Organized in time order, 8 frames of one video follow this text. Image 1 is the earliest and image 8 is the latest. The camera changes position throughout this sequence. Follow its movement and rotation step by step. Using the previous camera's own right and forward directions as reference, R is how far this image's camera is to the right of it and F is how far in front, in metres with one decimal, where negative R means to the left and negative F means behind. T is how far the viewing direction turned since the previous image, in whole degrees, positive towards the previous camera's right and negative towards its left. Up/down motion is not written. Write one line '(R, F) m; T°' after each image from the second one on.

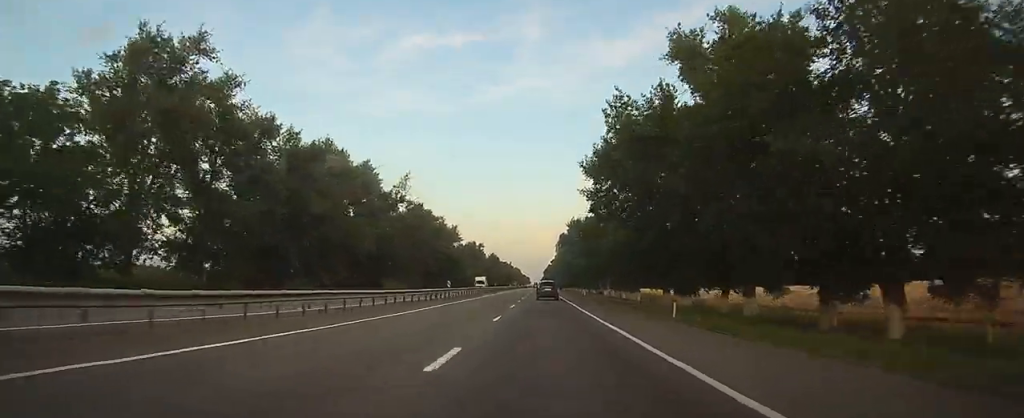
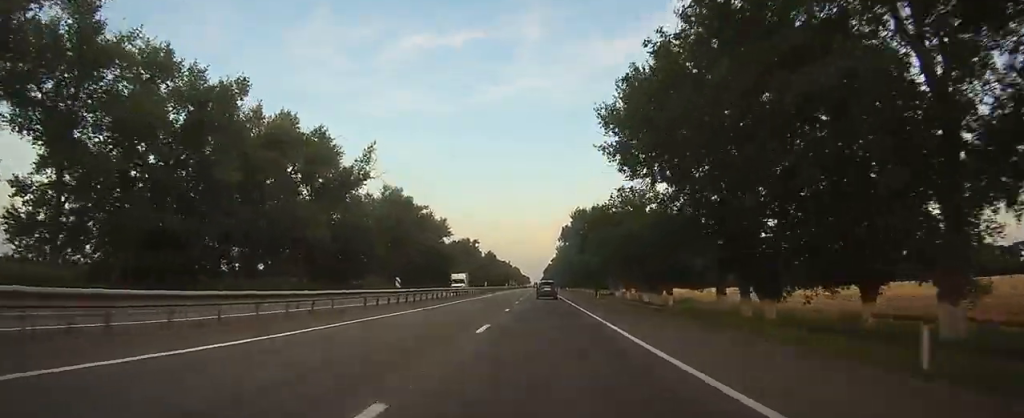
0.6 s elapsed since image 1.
(0.0, +17.4) m; 0°
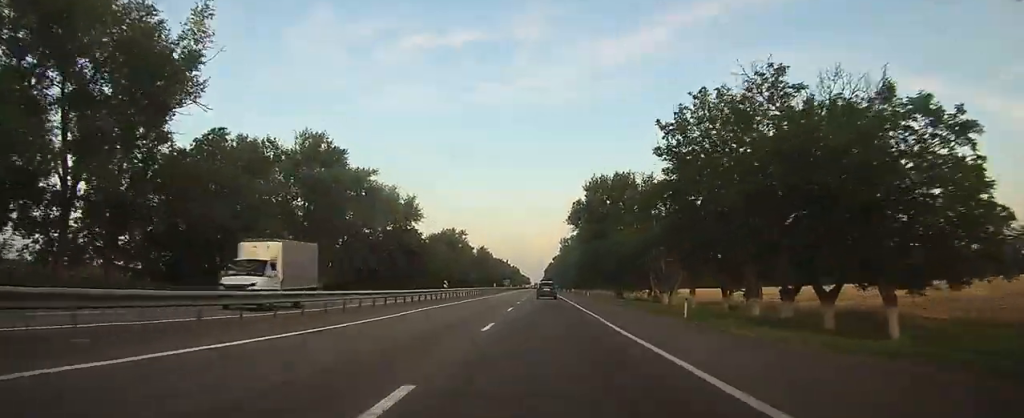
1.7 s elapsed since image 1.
(+0.1, +34.9) m; 0°
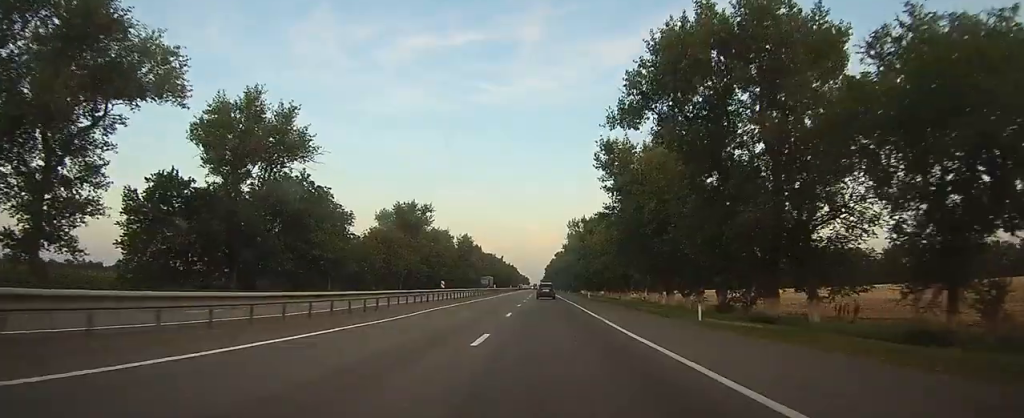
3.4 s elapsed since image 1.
(-0.1, +51.6) m; 0°
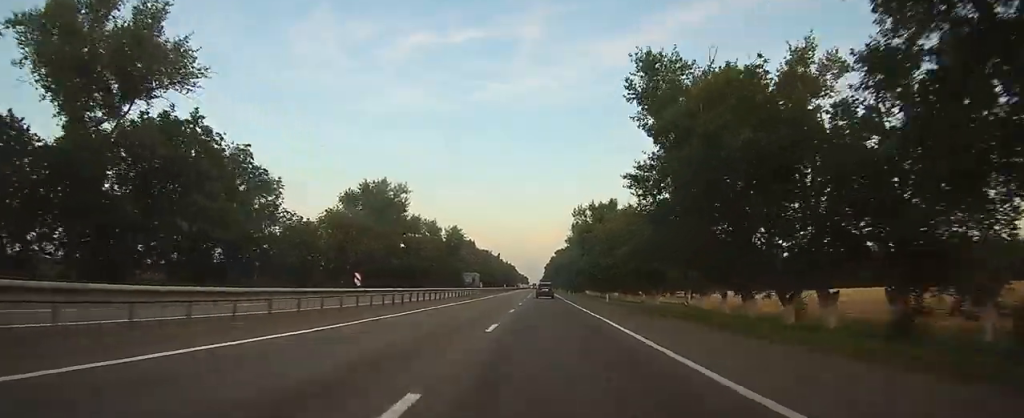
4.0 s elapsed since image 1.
(-0.1, +20.7) m; 0°
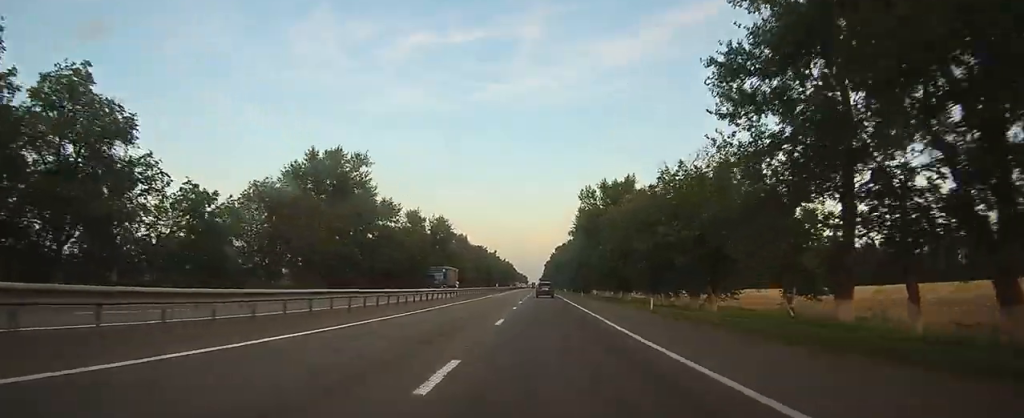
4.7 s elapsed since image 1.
(0.0, +20.8) m; 0°
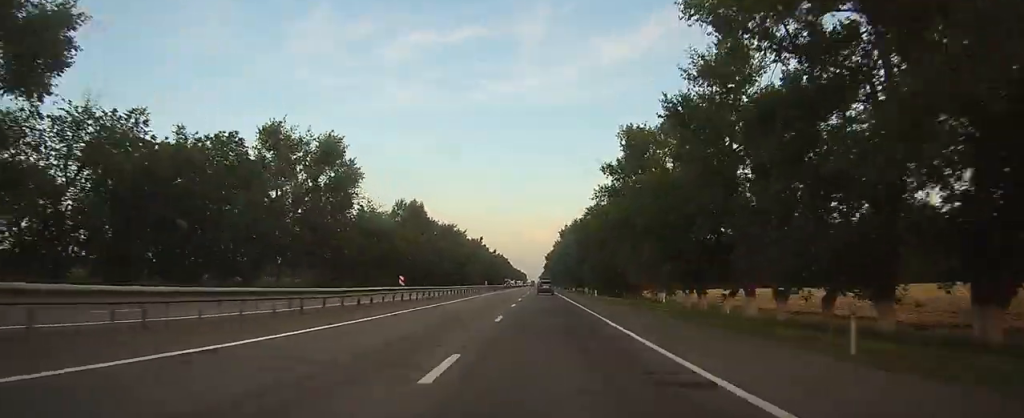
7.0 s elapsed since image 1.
(+0.2, +71.1) m; 0°
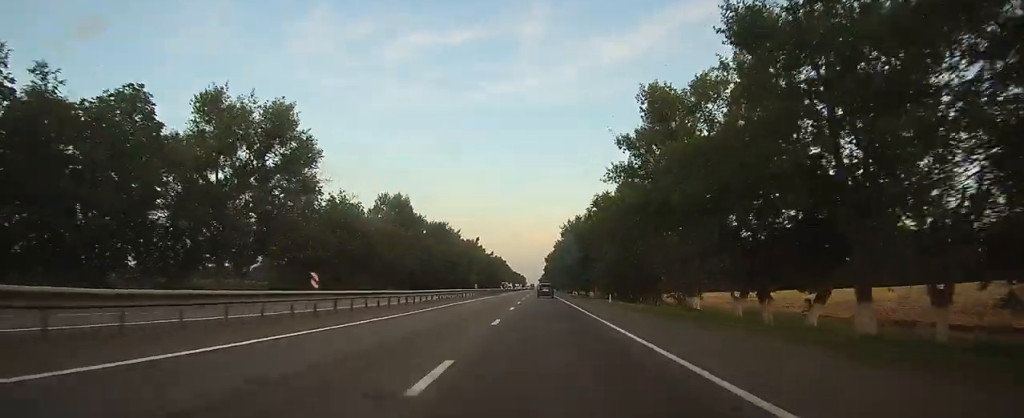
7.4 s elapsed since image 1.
(0.0, +12.6) m; 0°
